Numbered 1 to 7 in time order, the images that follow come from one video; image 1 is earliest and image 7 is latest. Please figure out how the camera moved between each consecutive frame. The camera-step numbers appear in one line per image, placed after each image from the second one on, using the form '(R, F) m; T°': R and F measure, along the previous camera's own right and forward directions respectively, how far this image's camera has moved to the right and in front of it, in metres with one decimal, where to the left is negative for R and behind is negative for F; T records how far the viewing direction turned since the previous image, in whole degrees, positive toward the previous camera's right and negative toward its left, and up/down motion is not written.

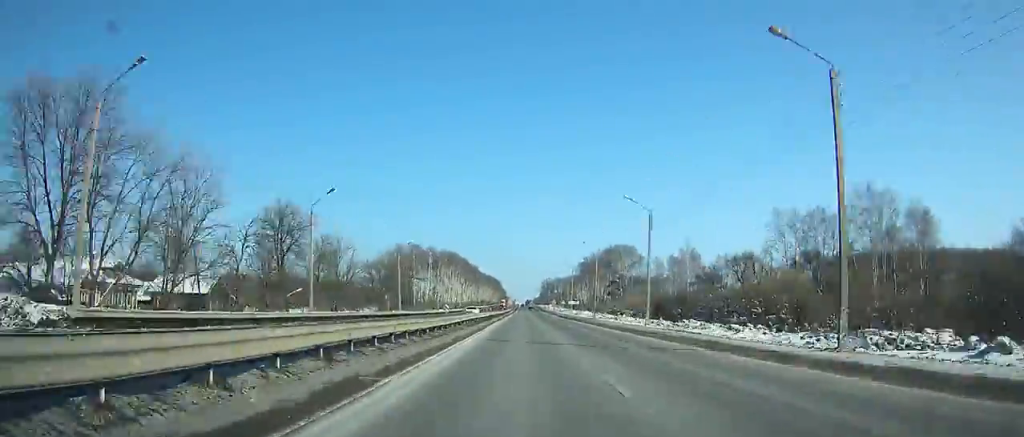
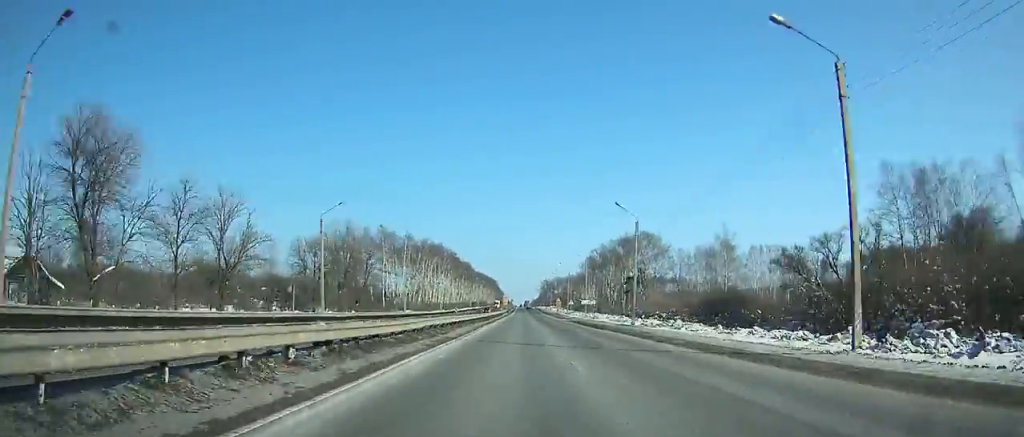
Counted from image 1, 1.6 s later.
(+0.1, +33.4) m; 0°
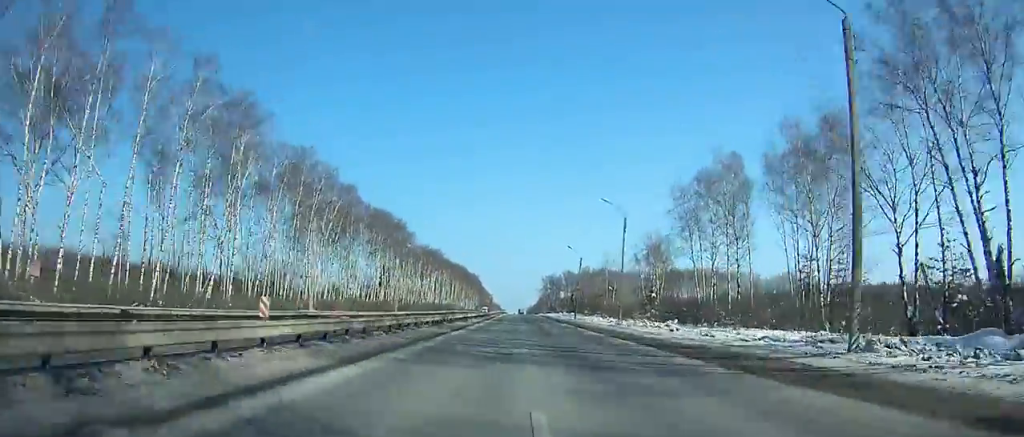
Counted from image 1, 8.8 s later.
(-0.7, +154.6) m; 0°
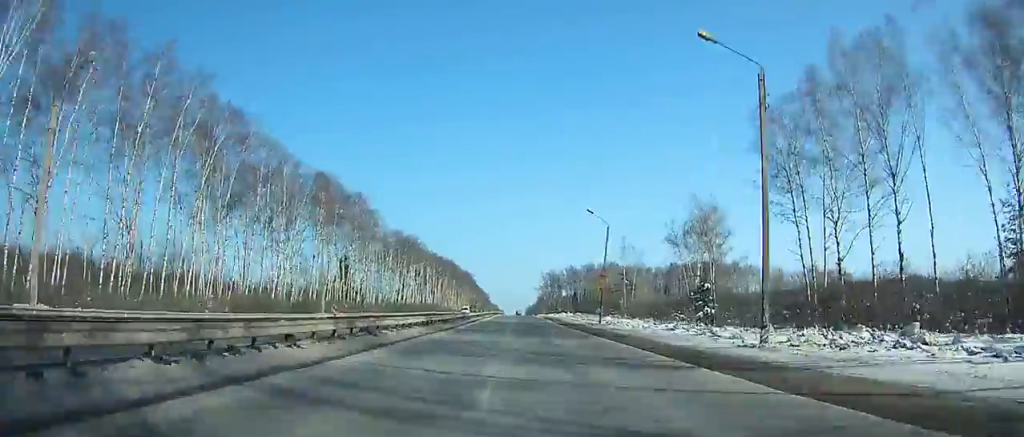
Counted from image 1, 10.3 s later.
(+0.1, +33.3) m; 0°
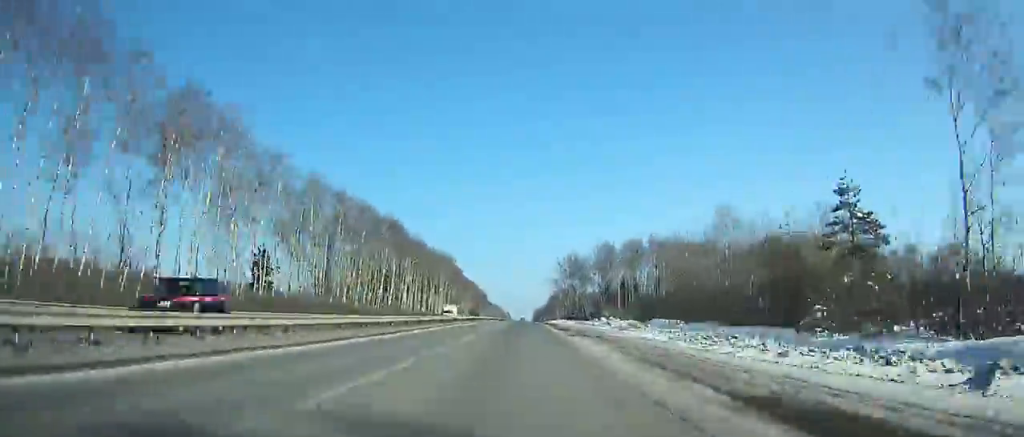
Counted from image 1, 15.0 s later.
(-0.4, +106.4) m; 0°
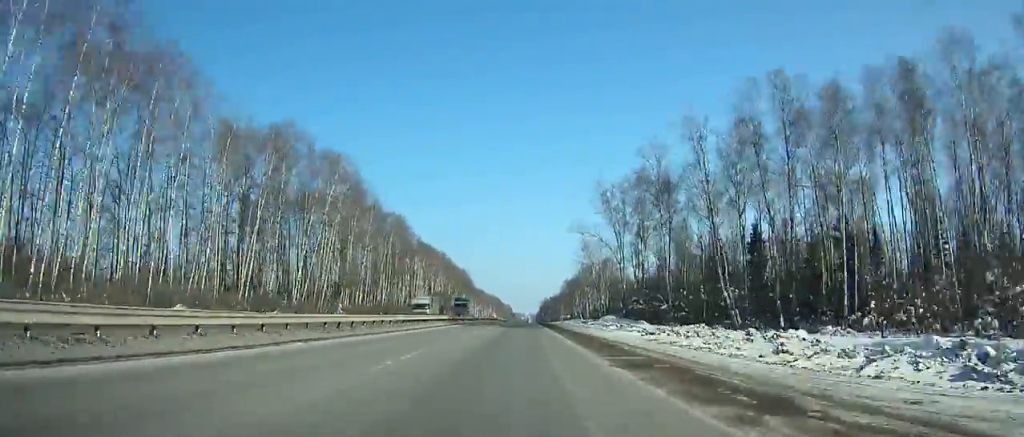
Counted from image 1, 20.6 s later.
(-0.5, +125.7) m; 0°
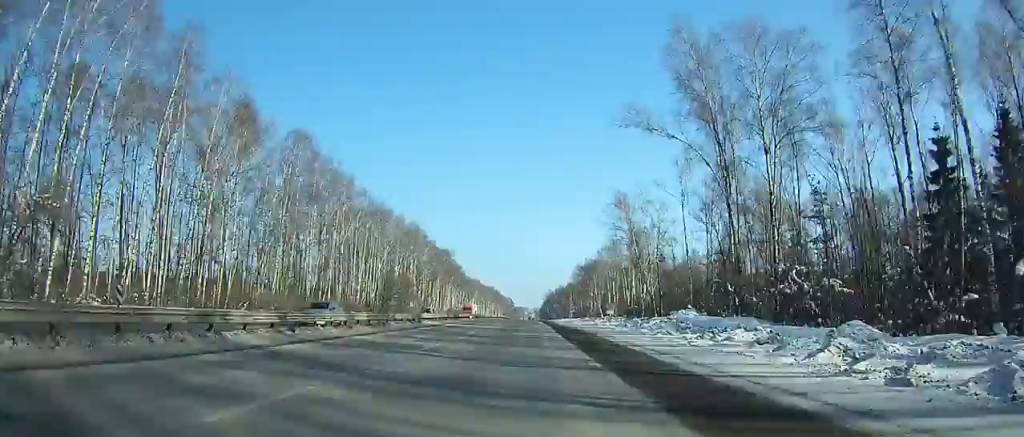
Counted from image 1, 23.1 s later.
(-0.1, +55.1) m; 0°
